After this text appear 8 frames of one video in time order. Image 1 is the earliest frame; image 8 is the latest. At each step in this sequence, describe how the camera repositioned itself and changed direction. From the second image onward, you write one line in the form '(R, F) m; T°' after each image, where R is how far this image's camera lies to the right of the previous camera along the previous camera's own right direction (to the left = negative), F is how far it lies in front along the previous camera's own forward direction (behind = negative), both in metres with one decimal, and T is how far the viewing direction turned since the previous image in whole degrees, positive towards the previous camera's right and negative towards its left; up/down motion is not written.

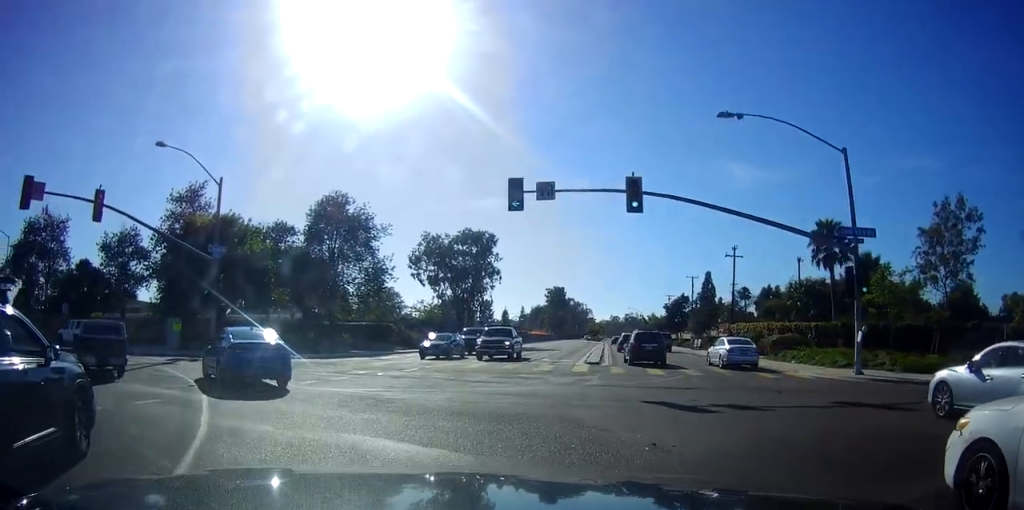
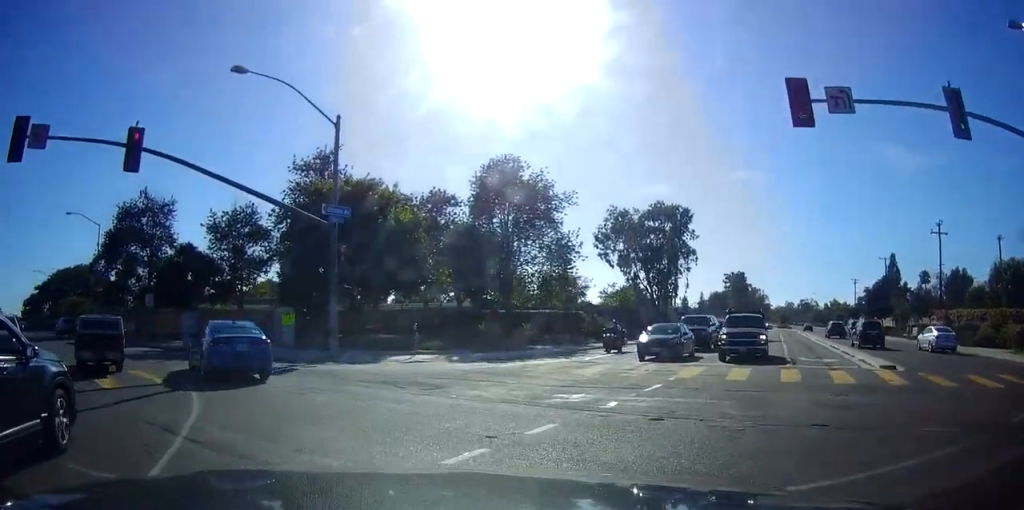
(-1.5, +9.8) m; -14°
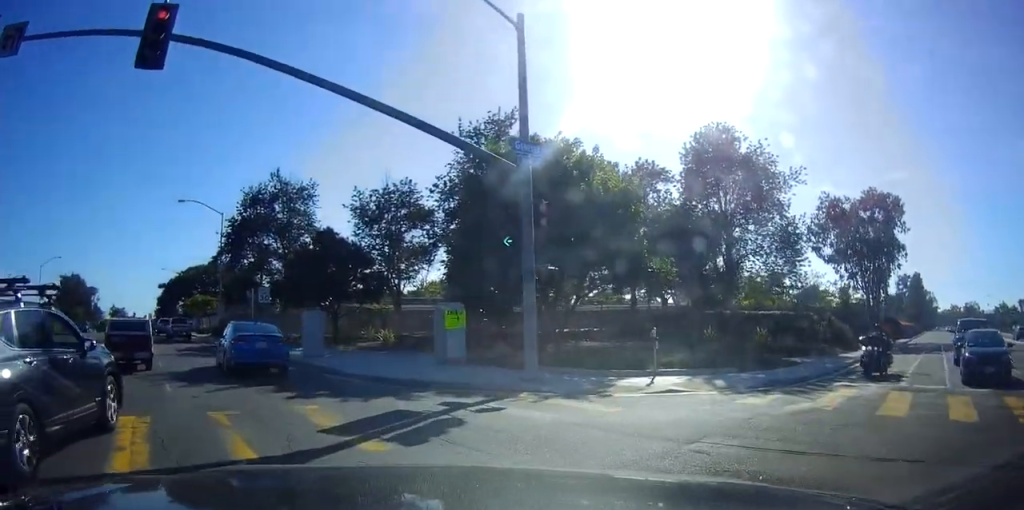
(-0.6, +8.7) m; -5°
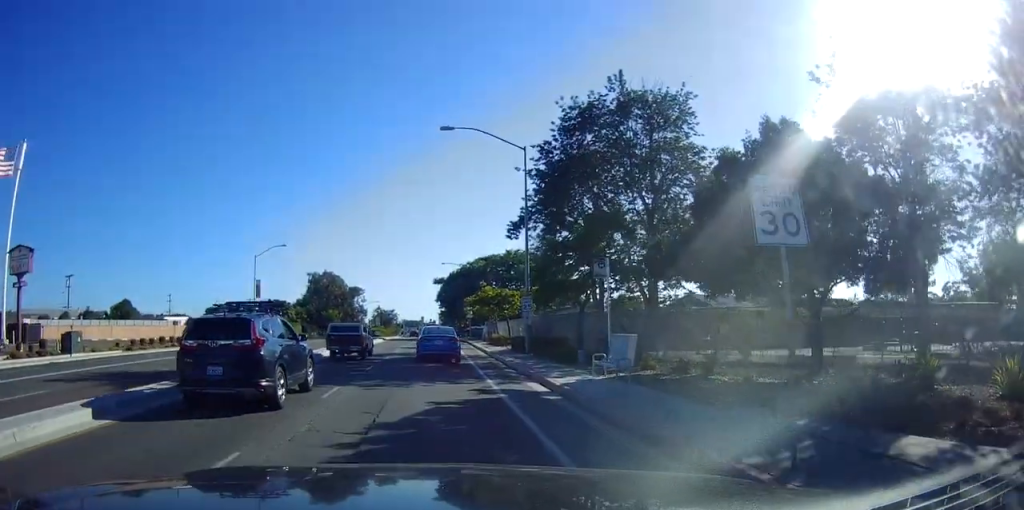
(-7.3, +20.1) m; -42°
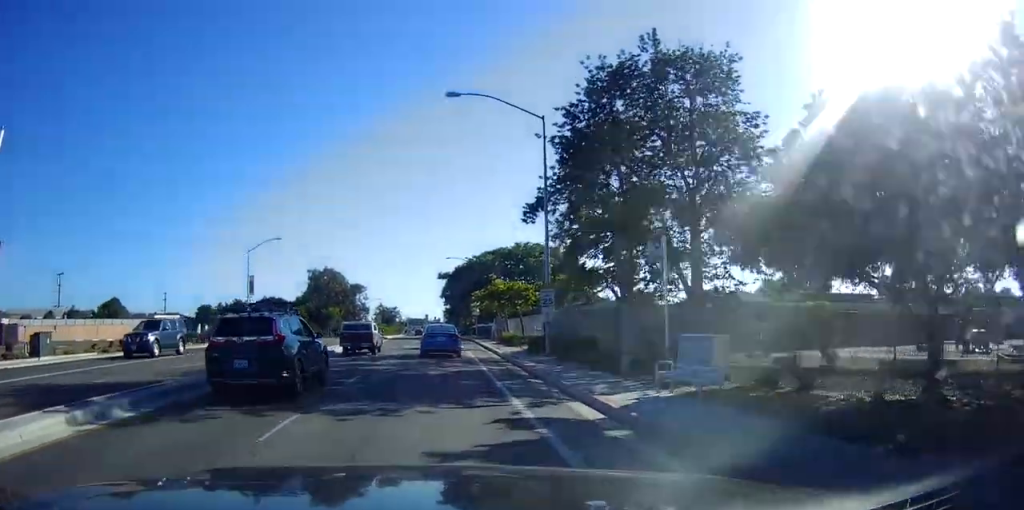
(-0.3, +4.4) m; -4°
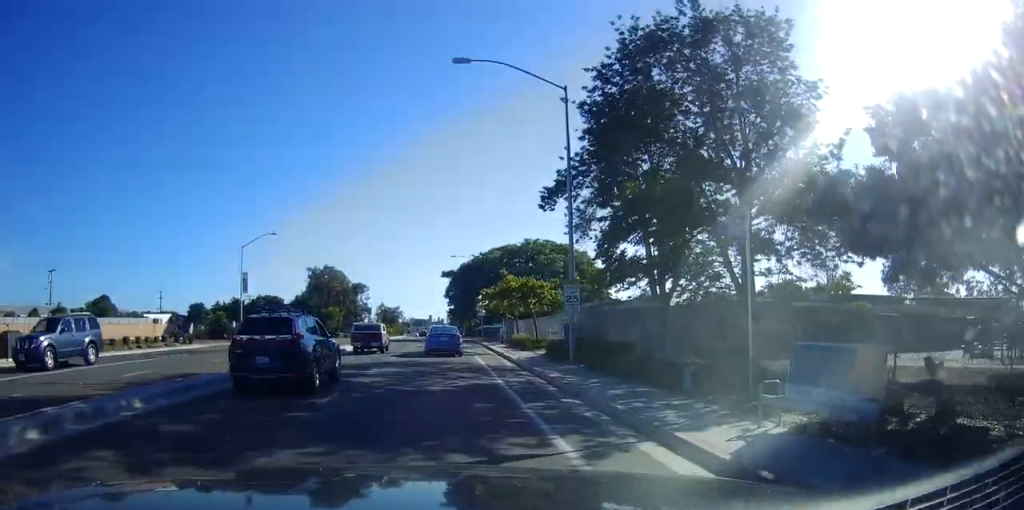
(0.0, +3.7) m; +1°
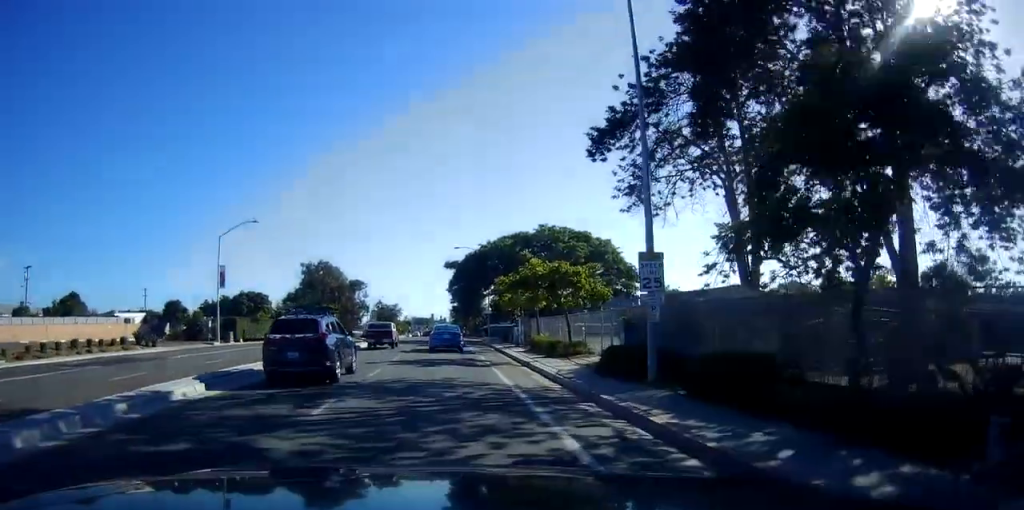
(+0.1, +7.5) m; +1°
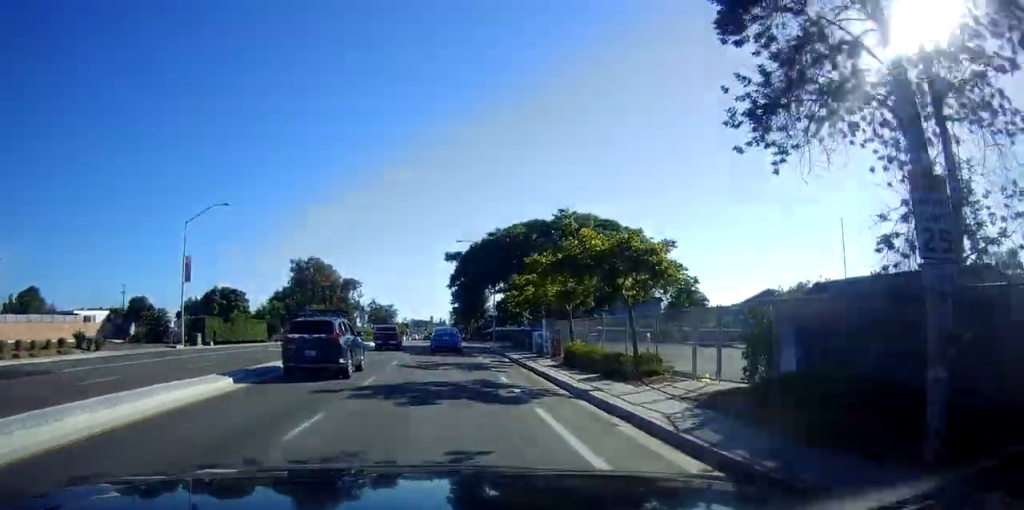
(+0.1, +8.1) m; -1°
